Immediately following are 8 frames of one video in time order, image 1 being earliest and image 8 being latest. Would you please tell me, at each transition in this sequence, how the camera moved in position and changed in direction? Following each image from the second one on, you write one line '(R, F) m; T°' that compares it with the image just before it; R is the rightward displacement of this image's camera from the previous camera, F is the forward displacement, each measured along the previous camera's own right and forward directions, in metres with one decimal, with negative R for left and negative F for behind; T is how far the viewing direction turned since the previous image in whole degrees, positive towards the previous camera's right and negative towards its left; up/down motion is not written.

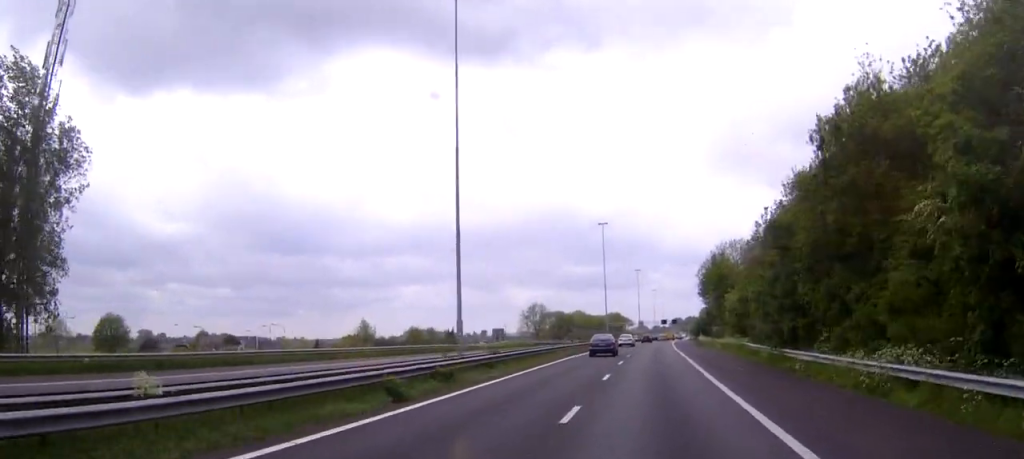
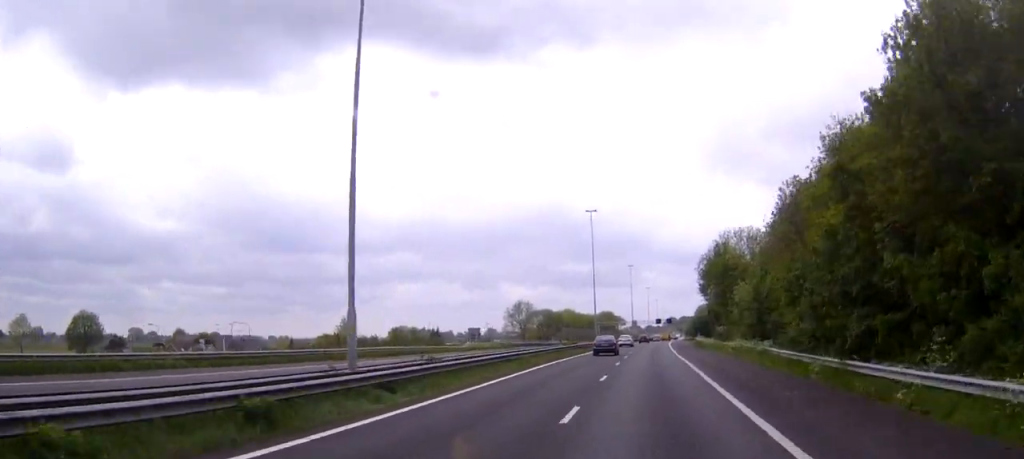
(0.0, +11.5) m; 0°
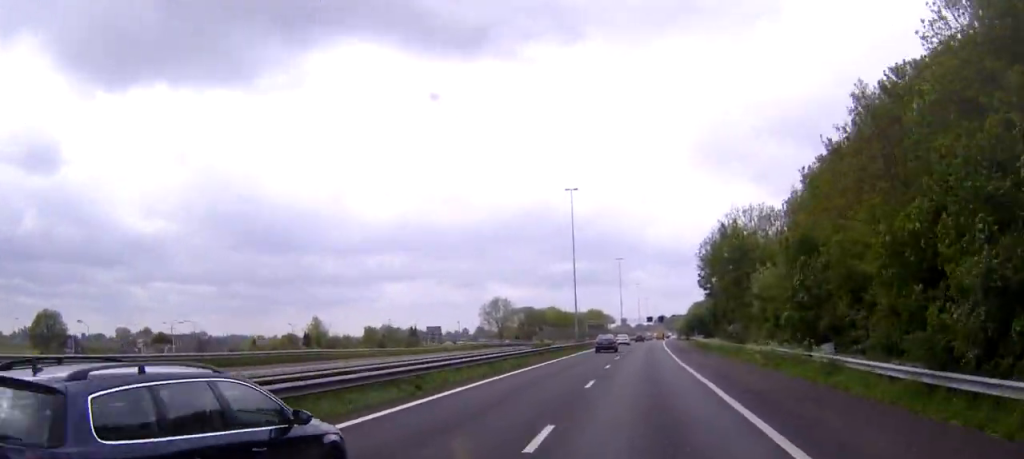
(0.0, +15.4) m; 0°
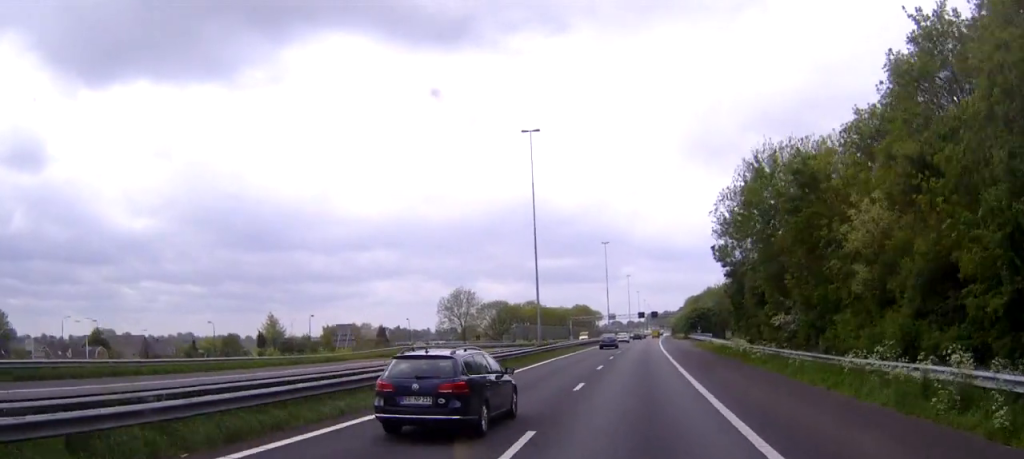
(0.0, +24.0) m; 0°
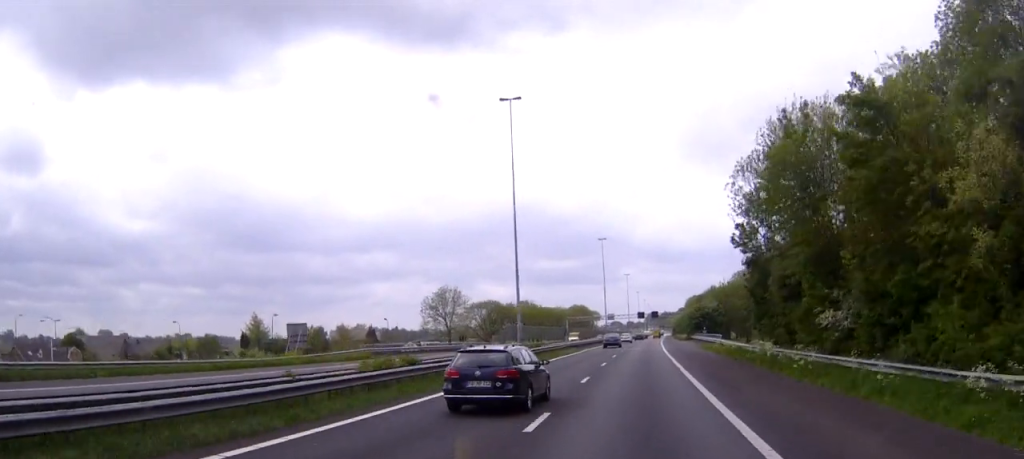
(-0.1, +9.3) m; 0°
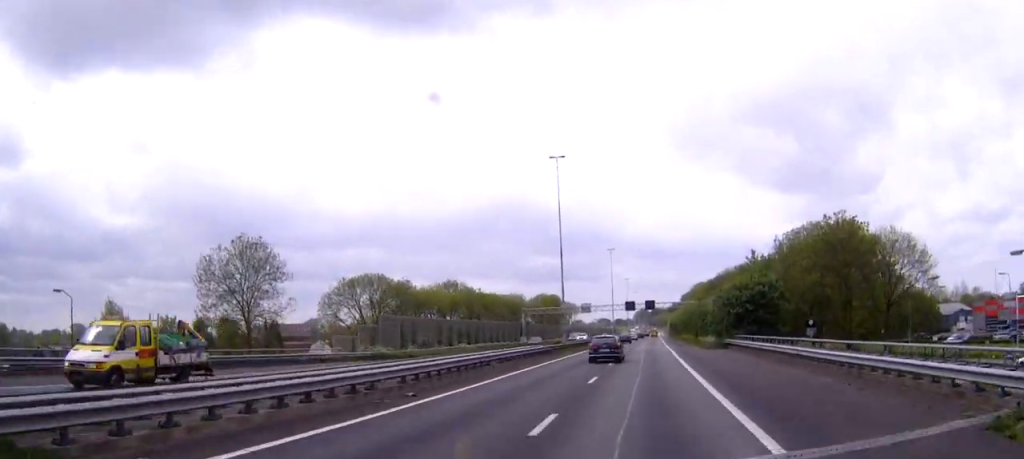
(+0.8, +59.8) m; +1°
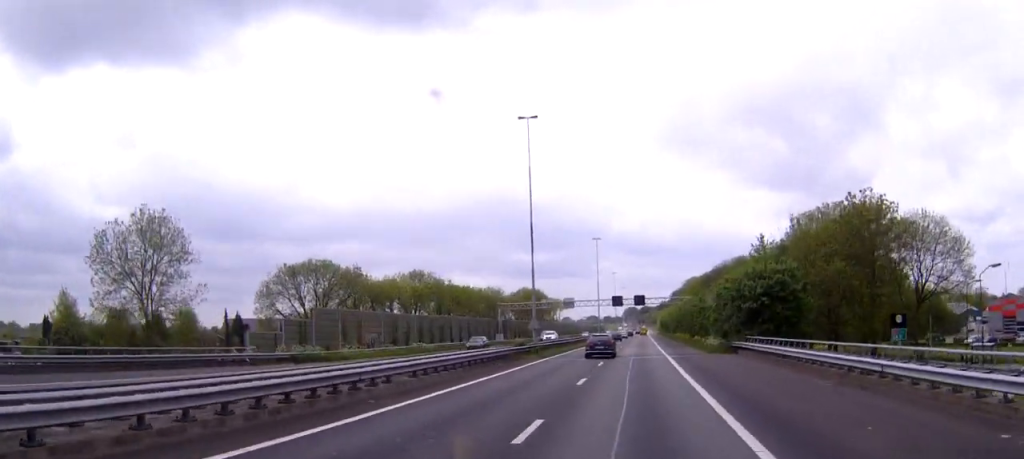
(0.0, +12.5) m; 0°
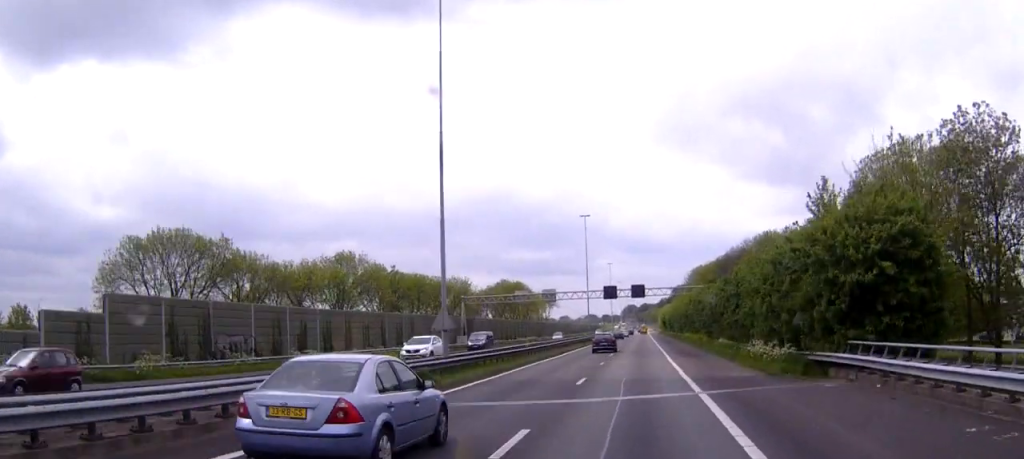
(0.0, +25.0) m; 0°
